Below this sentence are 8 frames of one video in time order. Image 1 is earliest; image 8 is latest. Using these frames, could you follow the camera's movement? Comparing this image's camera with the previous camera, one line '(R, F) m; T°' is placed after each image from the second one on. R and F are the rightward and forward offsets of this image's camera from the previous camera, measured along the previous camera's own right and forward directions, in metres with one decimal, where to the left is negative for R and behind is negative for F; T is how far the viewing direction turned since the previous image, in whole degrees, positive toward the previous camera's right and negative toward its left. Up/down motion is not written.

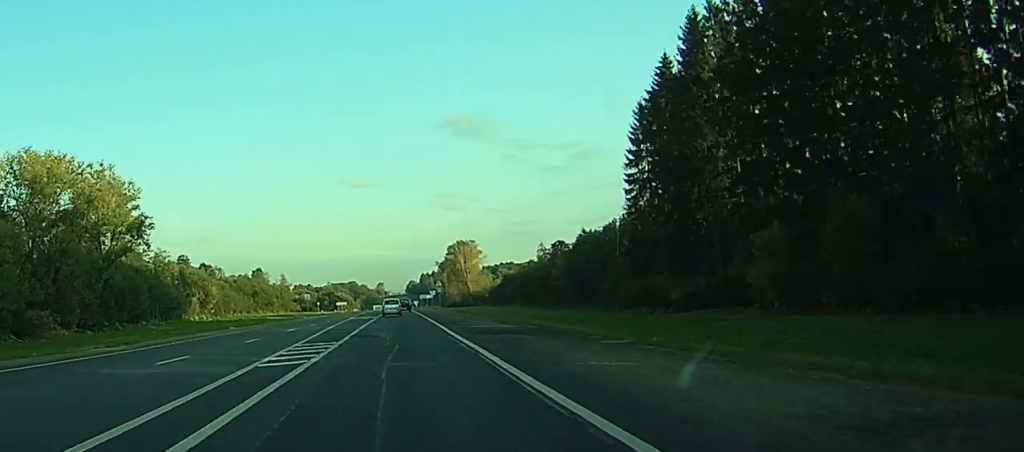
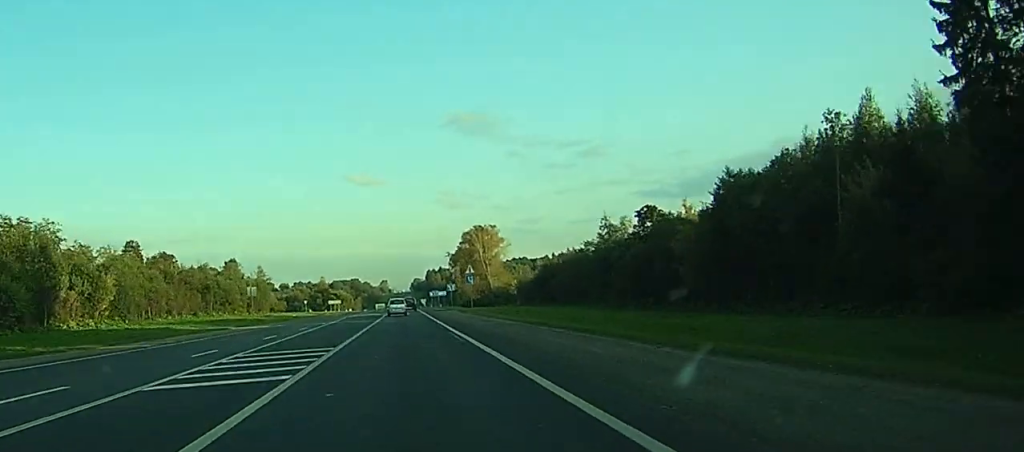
(-0.2, +57.6) m; 0°
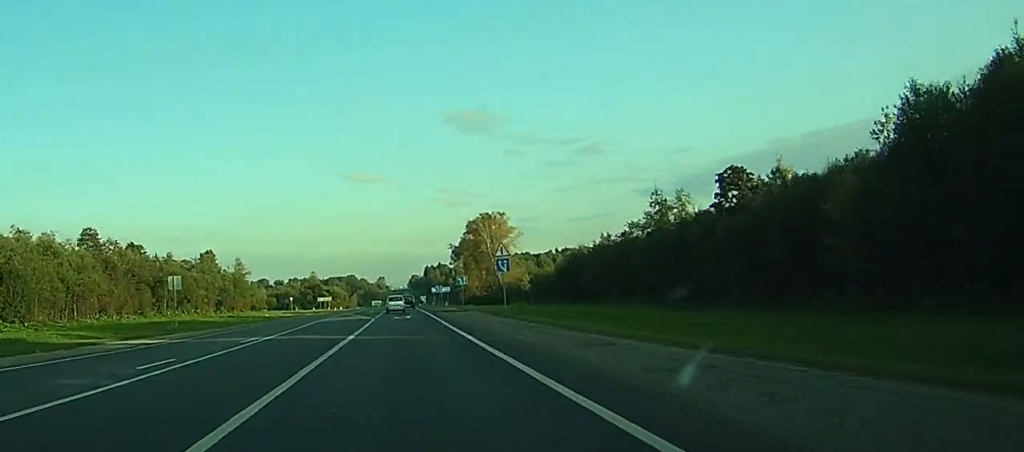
(-0.1, +28.9) m; 0°
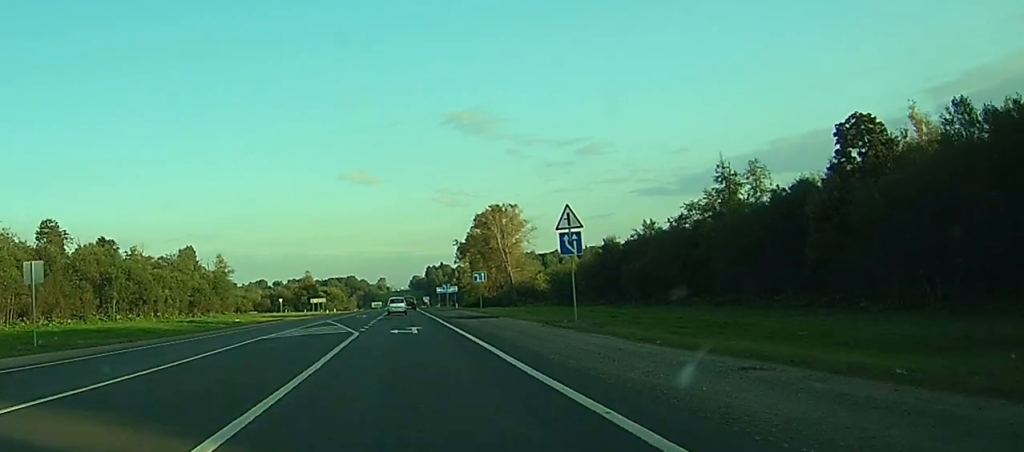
(+0.1, +22.7) m; 0°
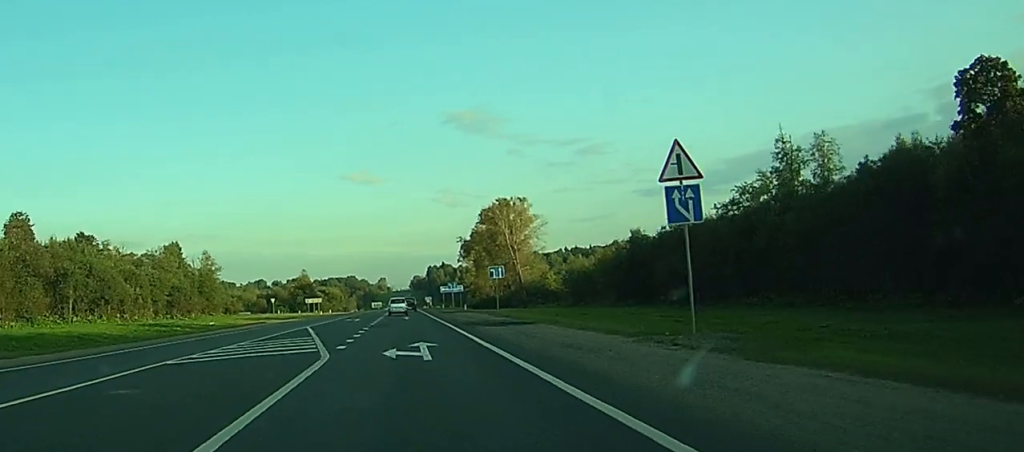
(0.0, +13.9) m; 0°
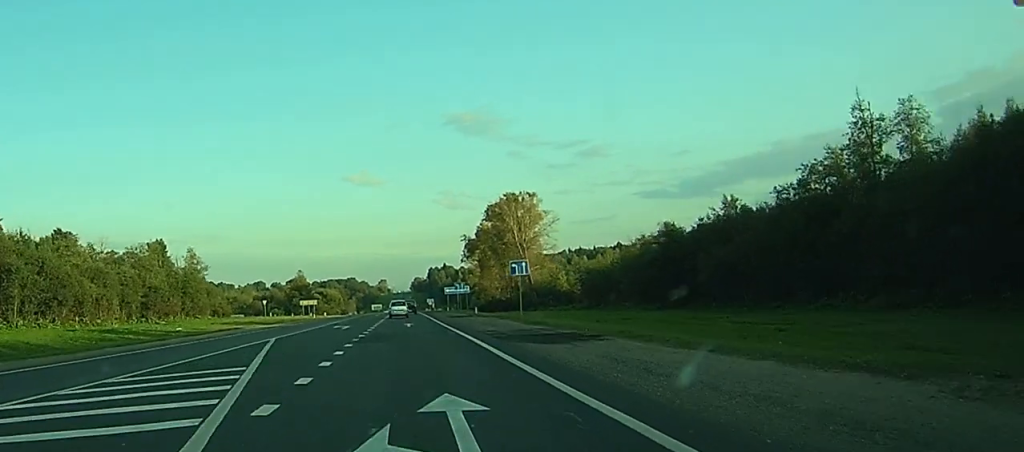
(0.0, +13.0) m; 0°
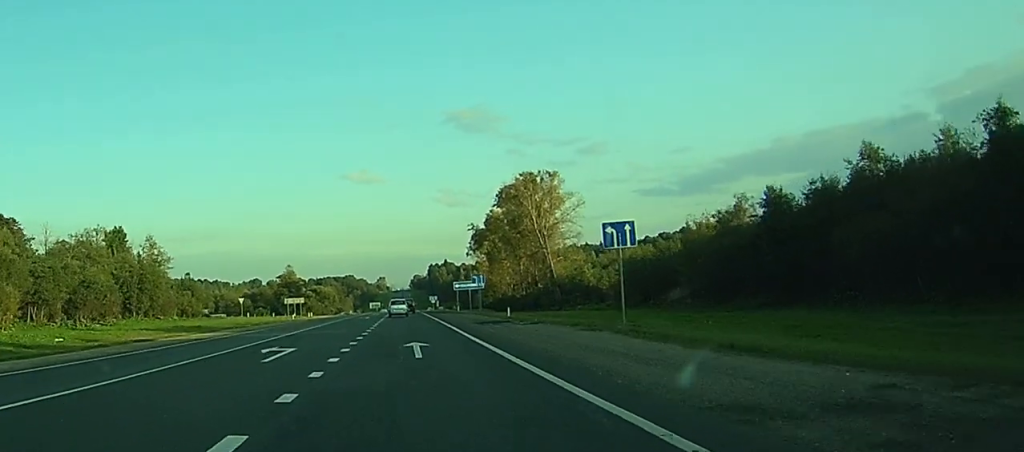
(-0.1, +26.0) m; 0°
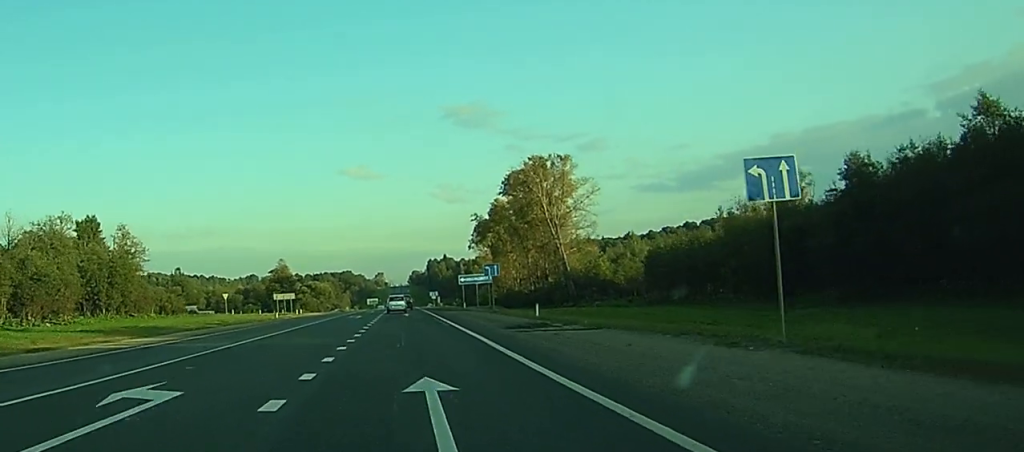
(0.0, +13.0) m; 0°
